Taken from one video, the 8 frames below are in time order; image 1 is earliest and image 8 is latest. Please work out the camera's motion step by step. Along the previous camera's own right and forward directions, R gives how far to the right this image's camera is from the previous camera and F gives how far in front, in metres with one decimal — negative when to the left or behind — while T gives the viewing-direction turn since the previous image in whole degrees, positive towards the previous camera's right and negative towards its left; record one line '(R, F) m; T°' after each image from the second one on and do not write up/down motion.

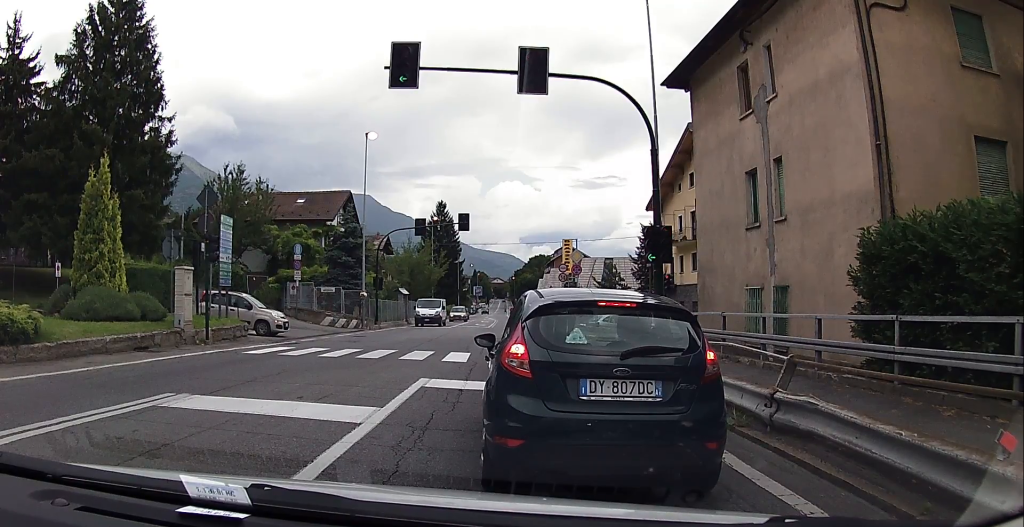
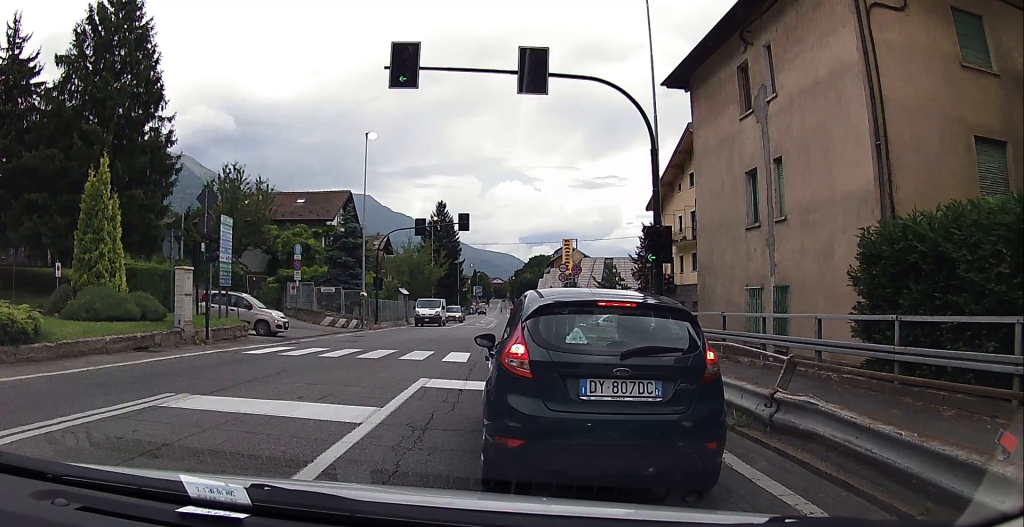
(0.0, 0.0) m; 0°
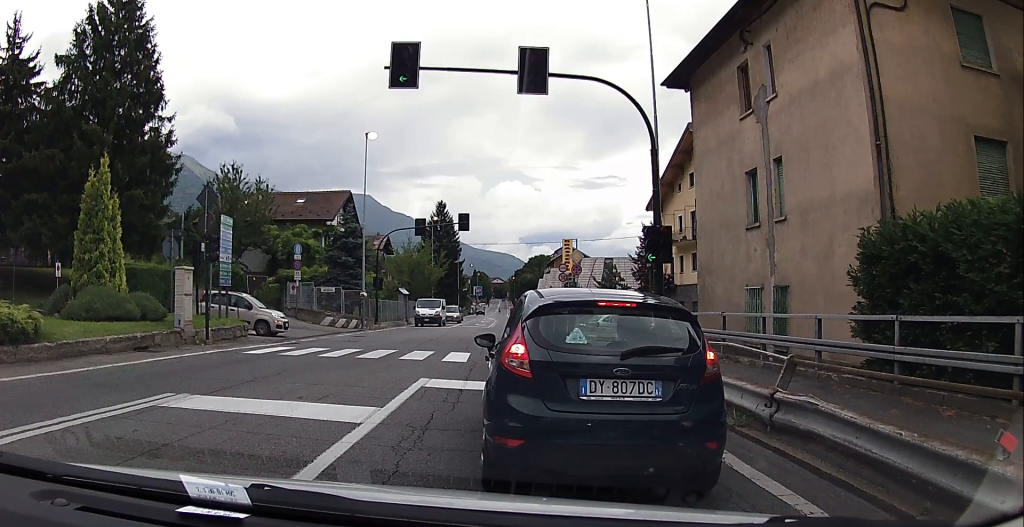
(0.0, 0.0) m; 0°
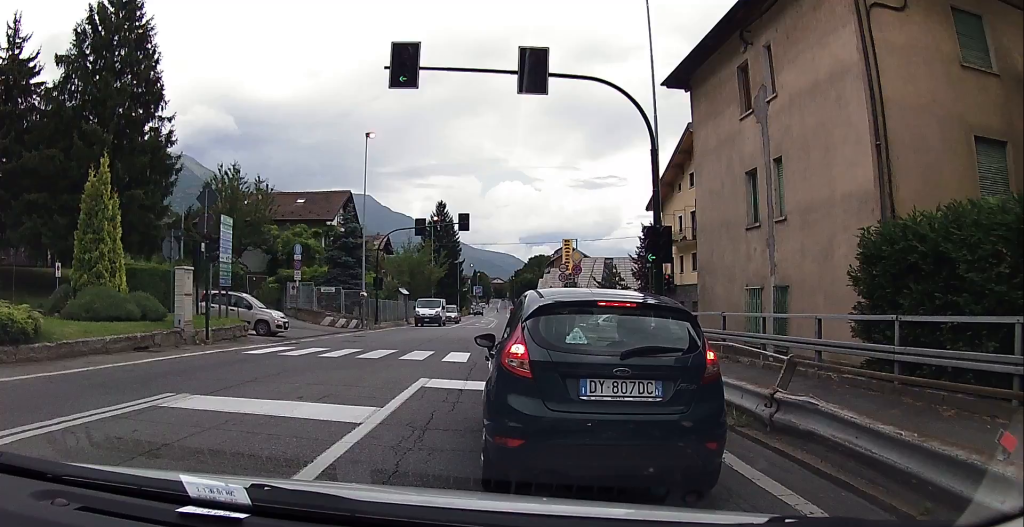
(0.0, 0.0) m; 0°
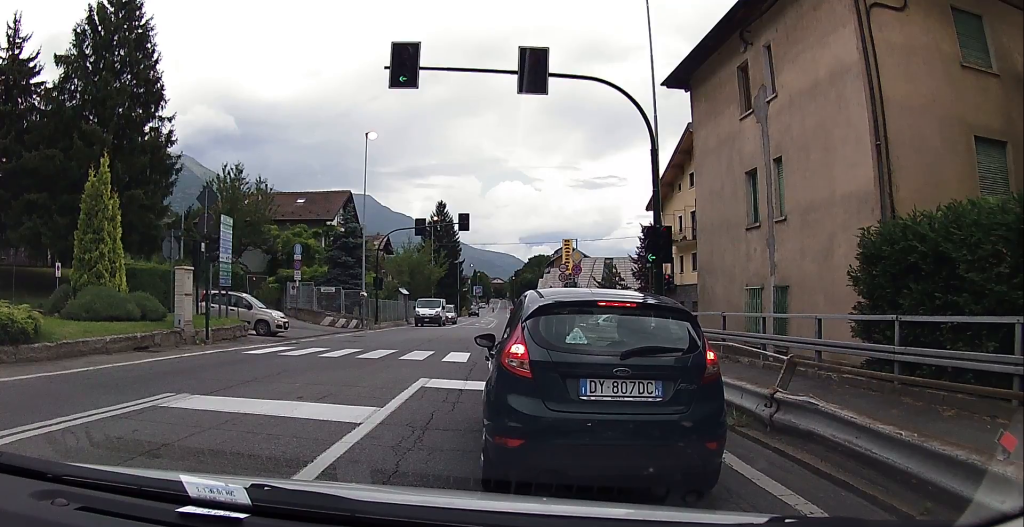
(0.0, 0.0) m; 0°
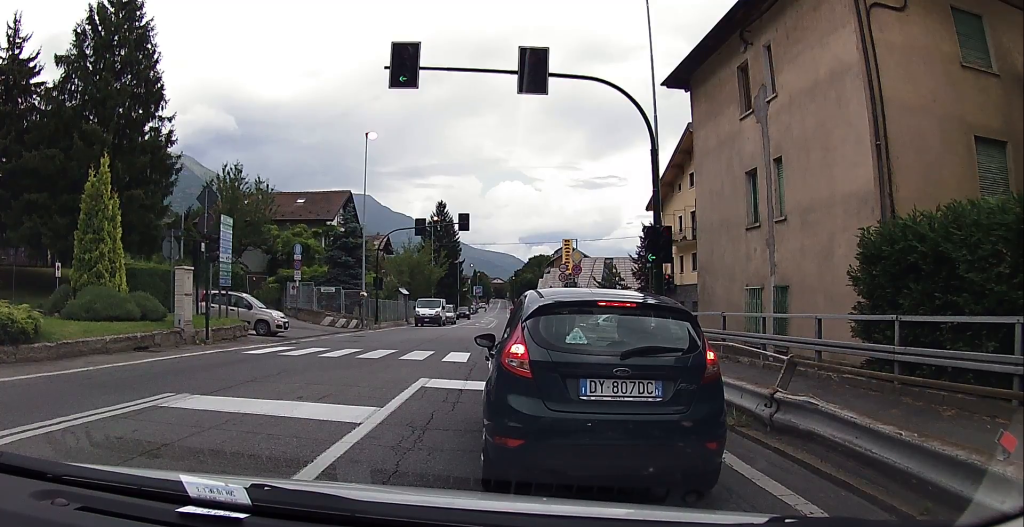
(0.0, 0.0) m; 0°
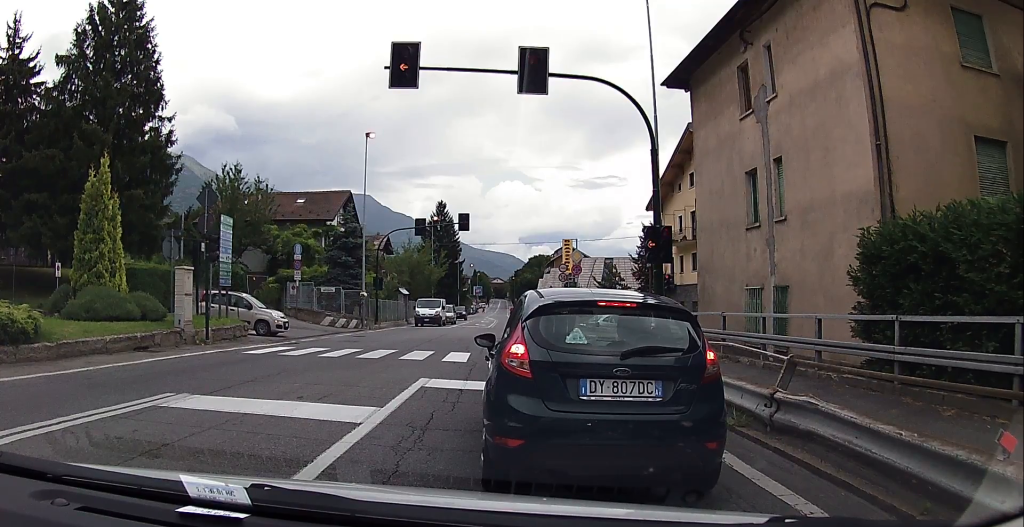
(0.0, 0.0) m; 0°
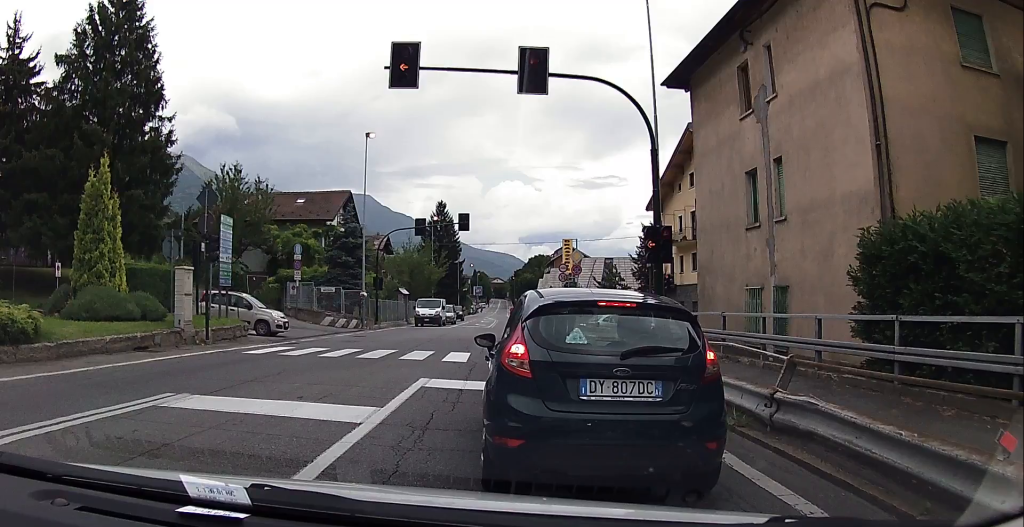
(0.0, 0.0) m; 0°
